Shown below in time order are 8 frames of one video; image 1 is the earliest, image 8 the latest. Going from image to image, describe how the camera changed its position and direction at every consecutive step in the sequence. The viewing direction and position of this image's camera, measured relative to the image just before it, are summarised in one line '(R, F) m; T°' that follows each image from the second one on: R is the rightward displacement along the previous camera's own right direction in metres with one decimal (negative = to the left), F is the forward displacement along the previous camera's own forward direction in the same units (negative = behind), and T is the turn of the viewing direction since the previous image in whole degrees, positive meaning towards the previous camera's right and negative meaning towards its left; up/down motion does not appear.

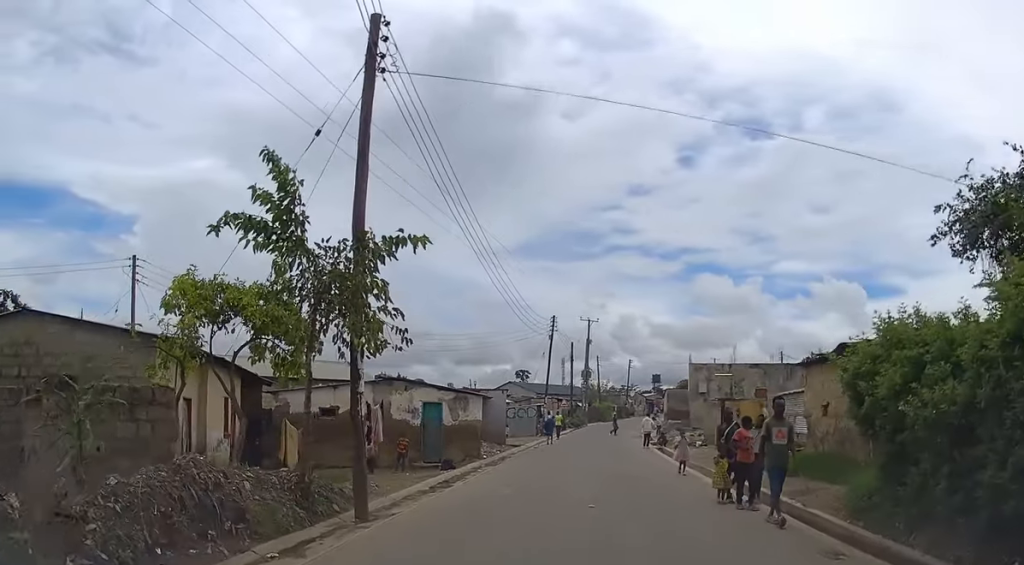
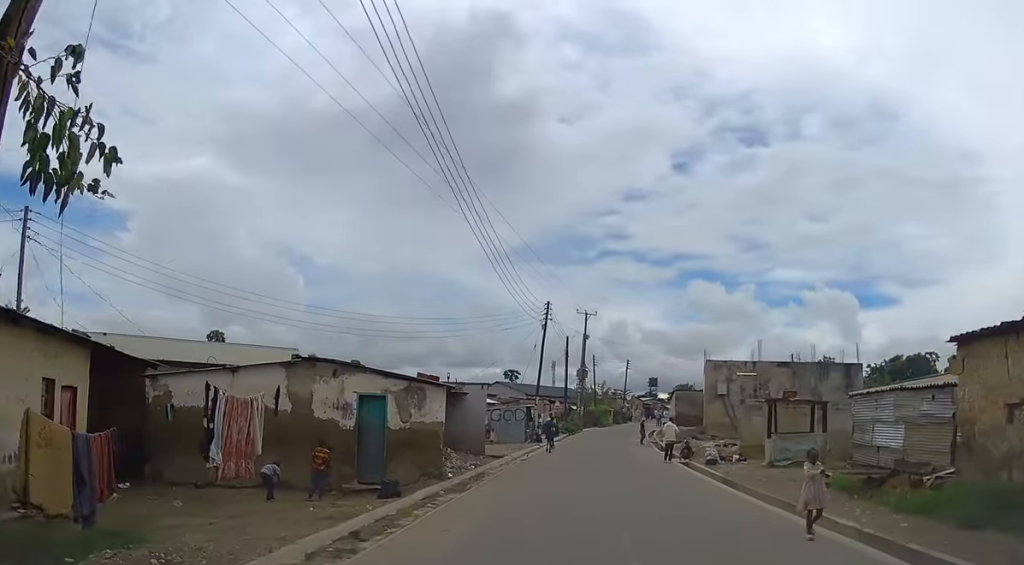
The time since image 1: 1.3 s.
(-0.2, +7.5) m; -1°
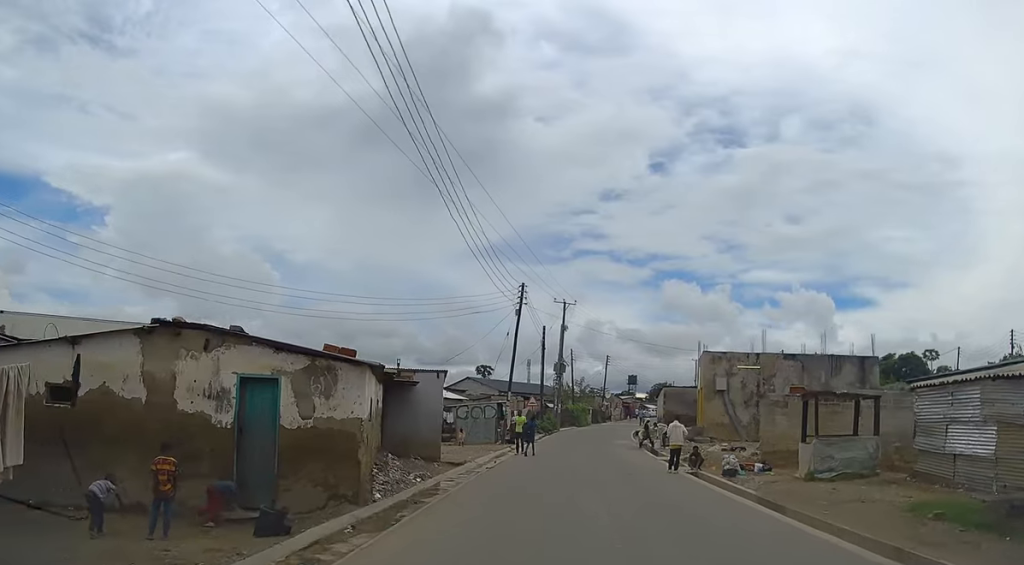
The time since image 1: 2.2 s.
(+0.1, +5.1) m; +3°
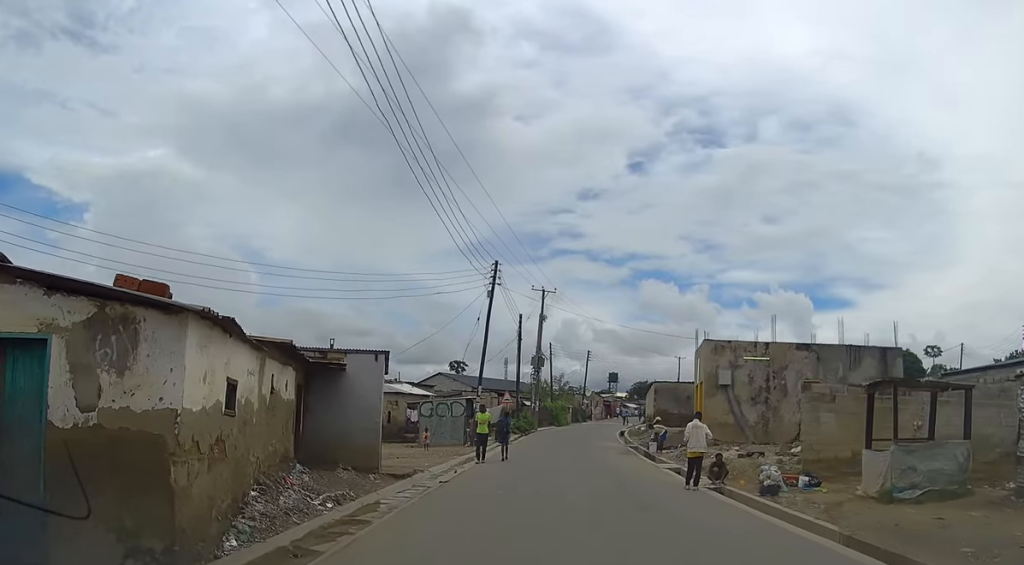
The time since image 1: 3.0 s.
(+0.2, +5.0) m; +1°
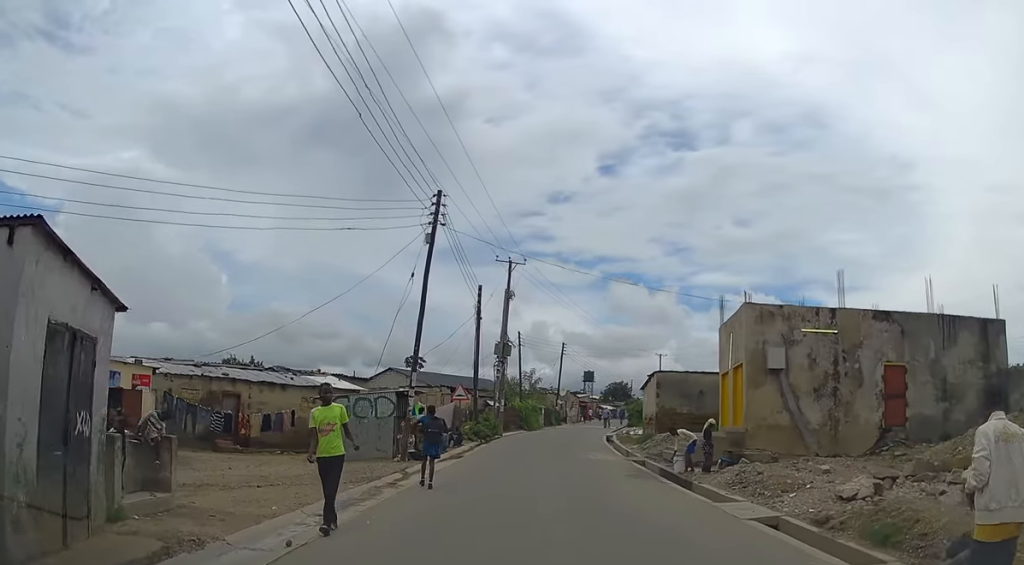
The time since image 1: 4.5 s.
(+0.1, +10.5) m; +2°
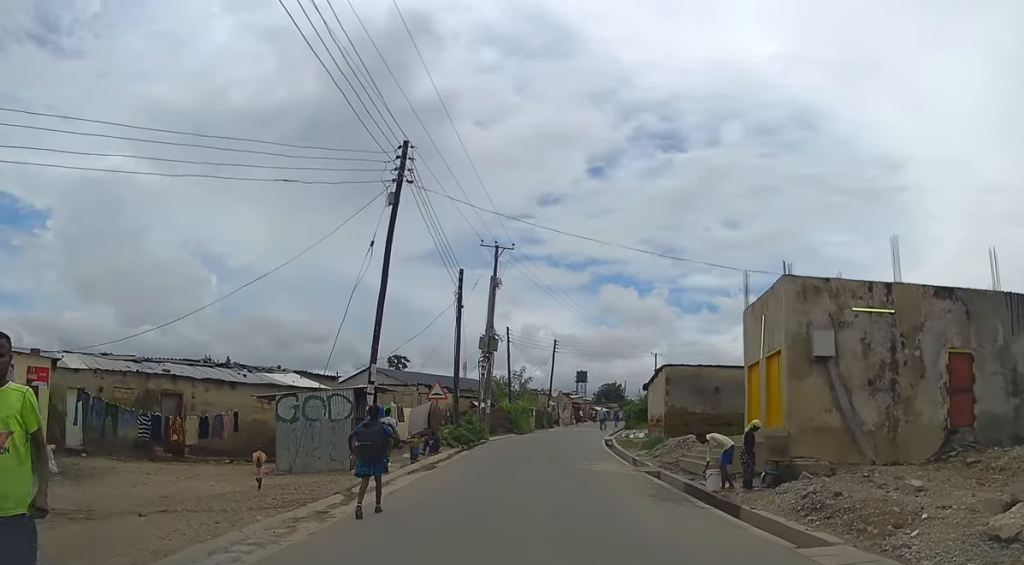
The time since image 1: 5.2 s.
(+0.1, +4.5) m; +1°
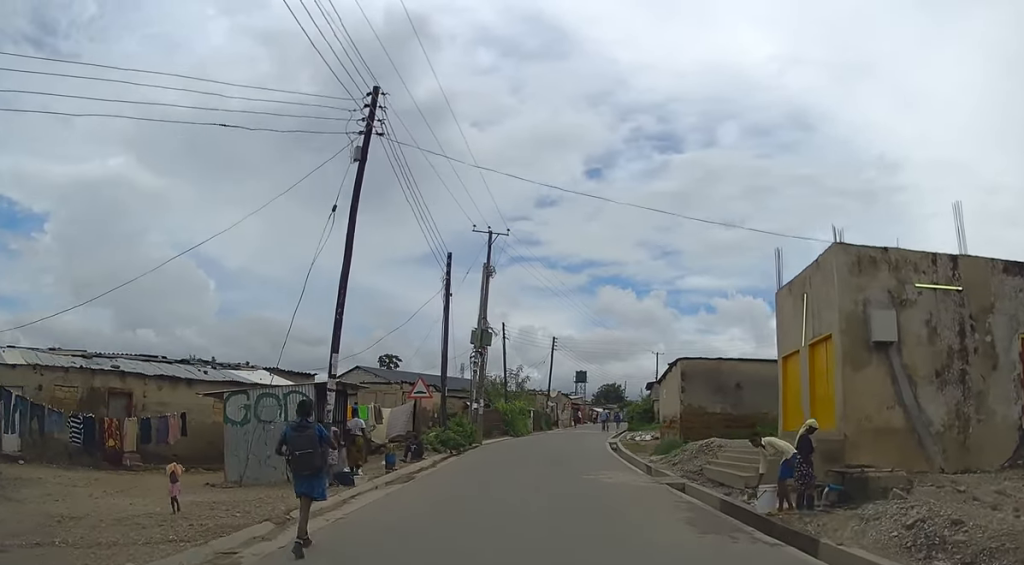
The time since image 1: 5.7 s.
(0.0, +3.4) m; 0°
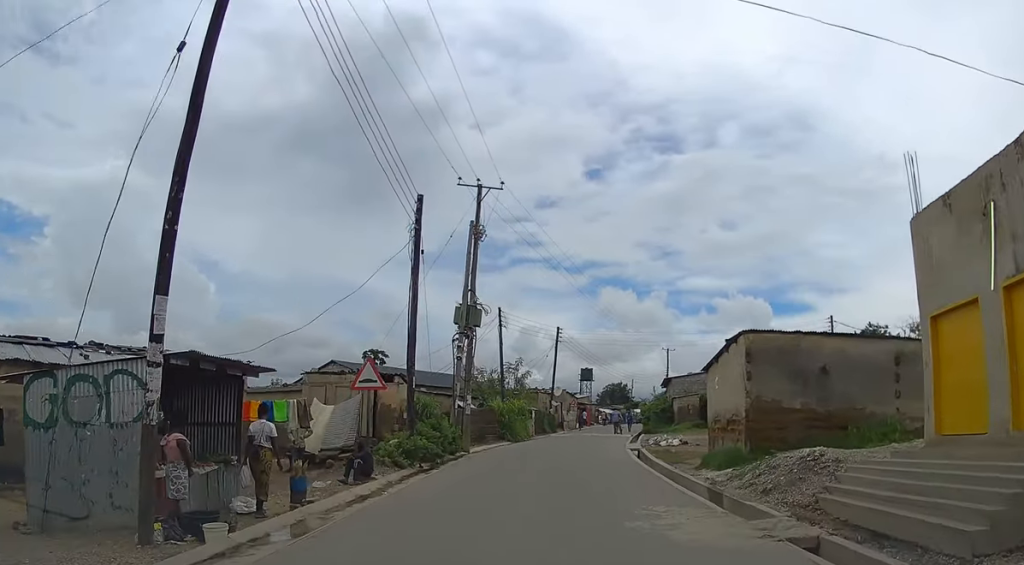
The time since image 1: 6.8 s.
(+0.1, +7.5) m; 0°
